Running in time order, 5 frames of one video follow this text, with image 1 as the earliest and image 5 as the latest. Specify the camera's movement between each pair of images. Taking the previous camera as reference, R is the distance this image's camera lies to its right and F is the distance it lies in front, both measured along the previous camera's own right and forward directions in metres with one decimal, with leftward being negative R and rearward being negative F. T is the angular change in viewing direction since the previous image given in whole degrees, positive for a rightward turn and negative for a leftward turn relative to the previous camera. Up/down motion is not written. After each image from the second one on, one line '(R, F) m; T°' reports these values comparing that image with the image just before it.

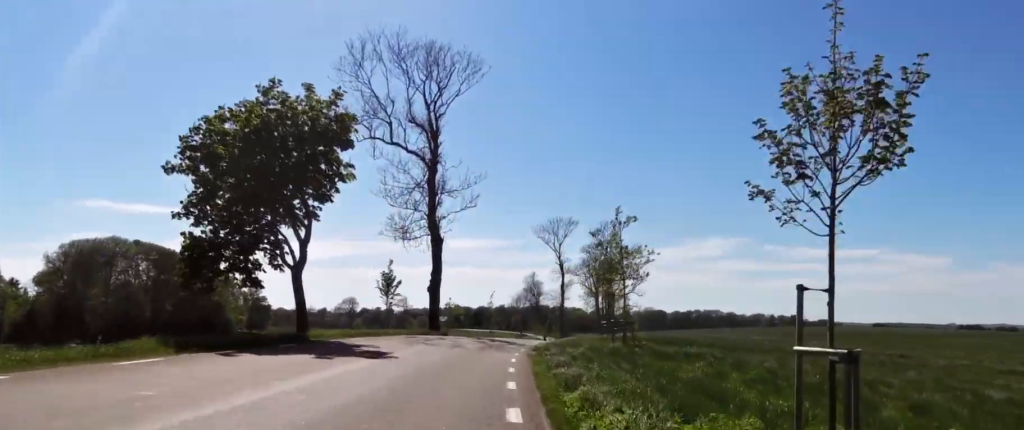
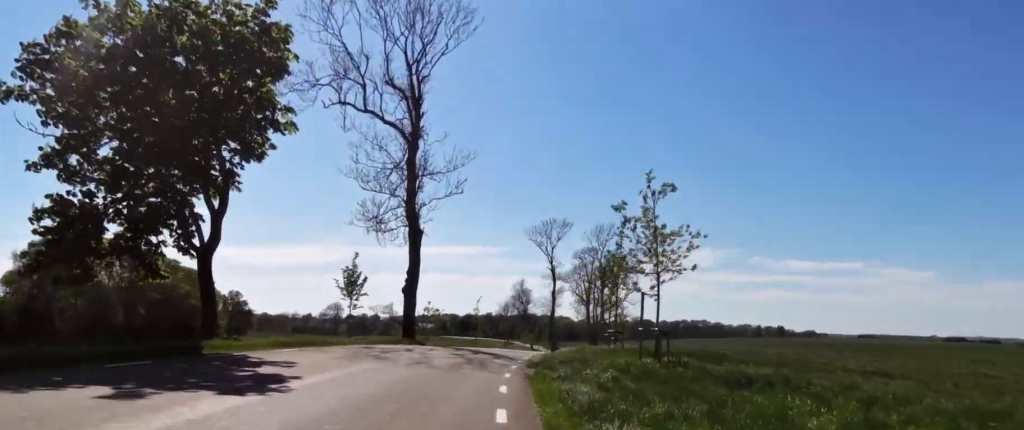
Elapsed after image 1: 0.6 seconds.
(+0.1, +5.9) m; +2°
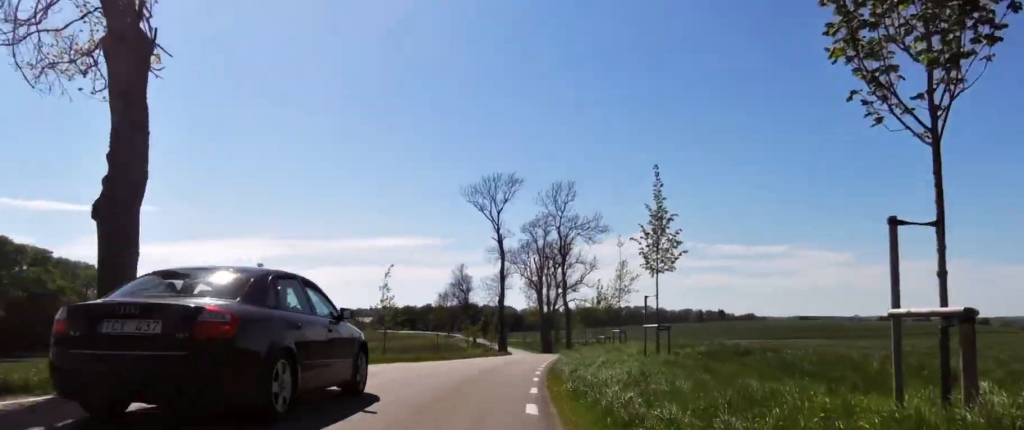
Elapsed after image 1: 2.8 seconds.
(+3.6, +22.3) m; +14°
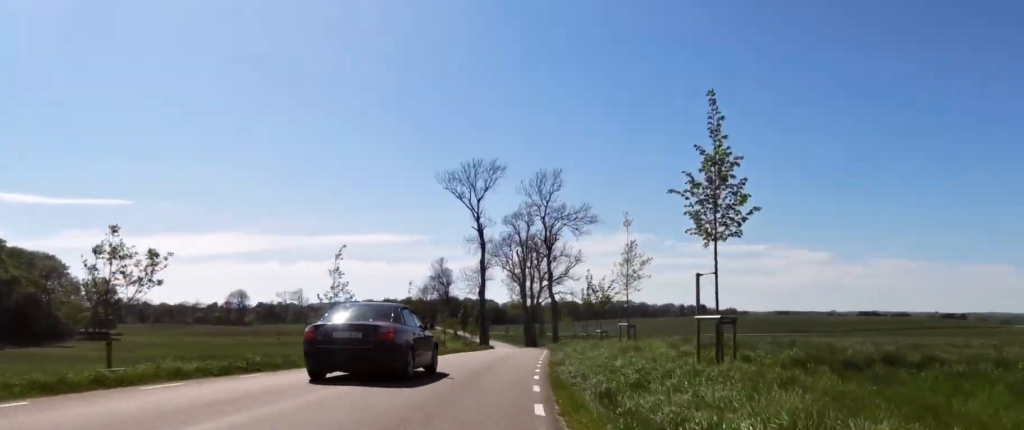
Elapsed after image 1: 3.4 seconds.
(+0.2, +6.2) m; 0°
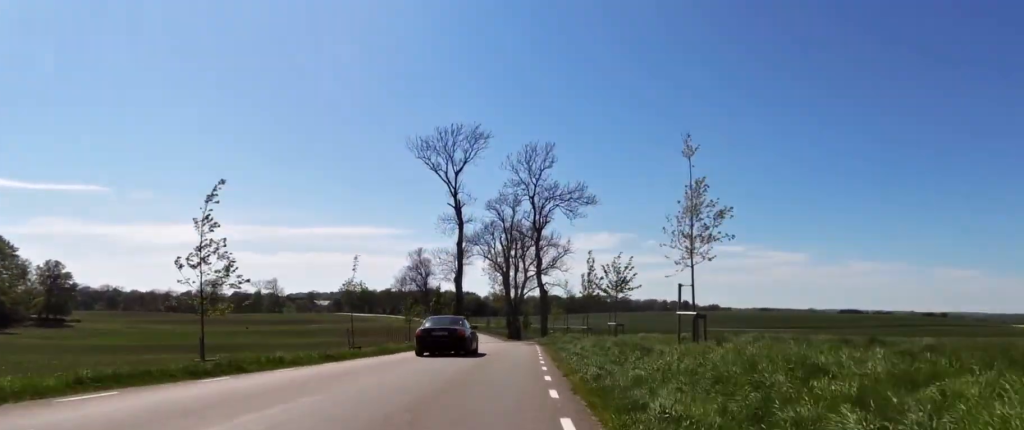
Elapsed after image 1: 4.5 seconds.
(-0.5, +10.5) m; +3°
